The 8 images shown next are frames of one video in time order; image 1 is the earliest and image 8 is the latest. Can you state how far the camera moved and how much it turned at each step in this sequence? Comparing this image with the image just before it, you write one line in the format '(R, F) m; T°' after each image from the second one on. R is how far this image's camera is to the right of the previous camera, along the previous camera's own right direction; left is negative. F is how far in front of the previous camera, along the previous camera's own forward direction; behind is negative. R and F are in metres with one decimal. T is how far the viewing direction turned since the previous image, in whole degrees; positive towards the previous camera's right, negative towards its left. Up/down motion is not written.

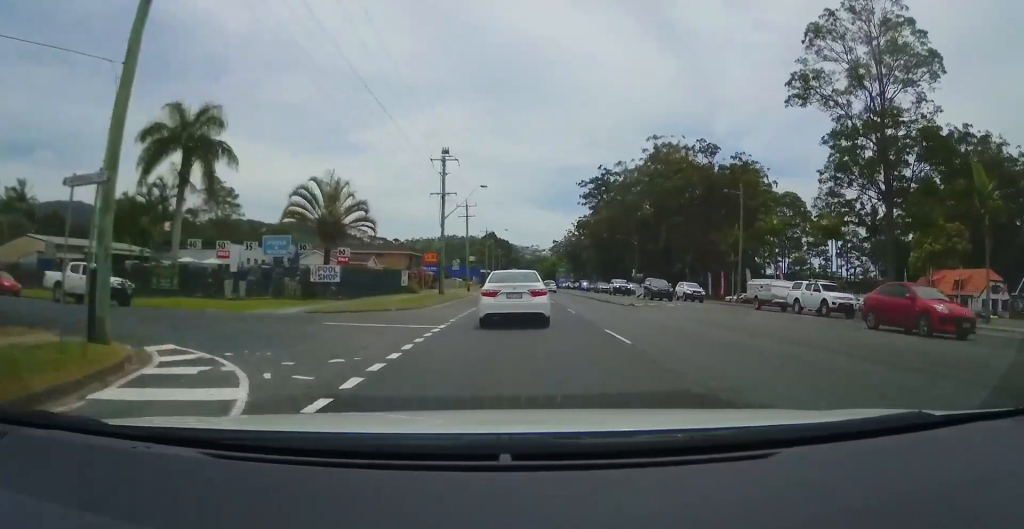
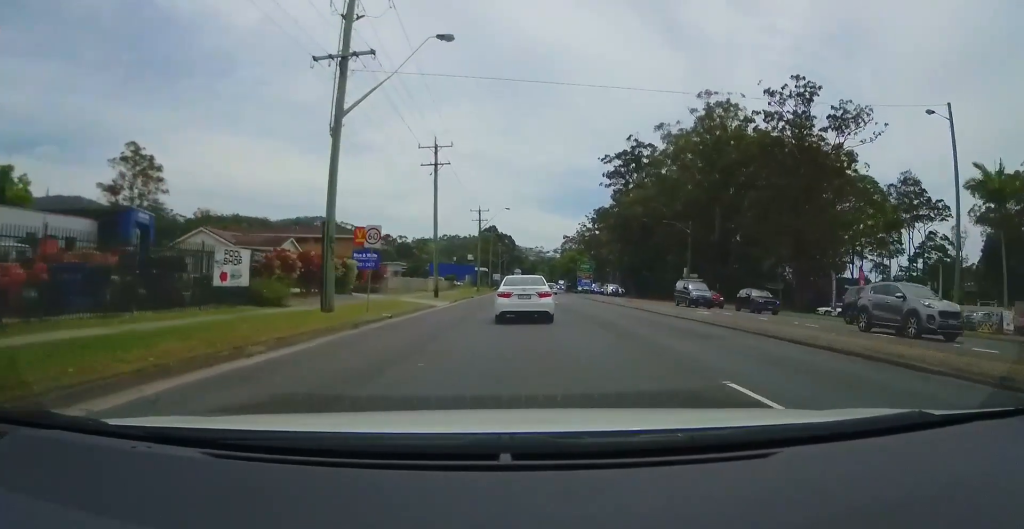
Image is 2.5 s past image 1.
(-0.5, +31.6) m; 0°
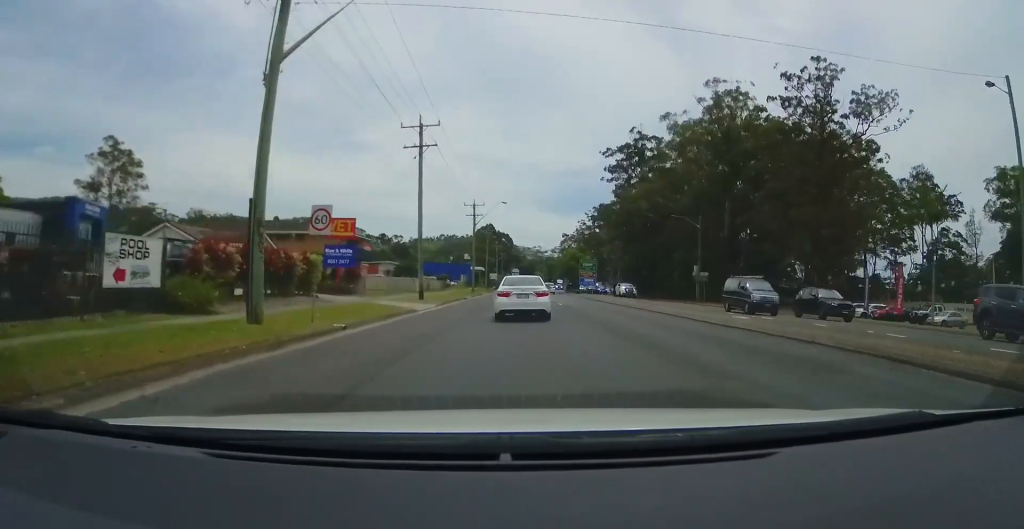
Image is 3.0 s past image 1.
(+0.2, +5.3) m; 0°
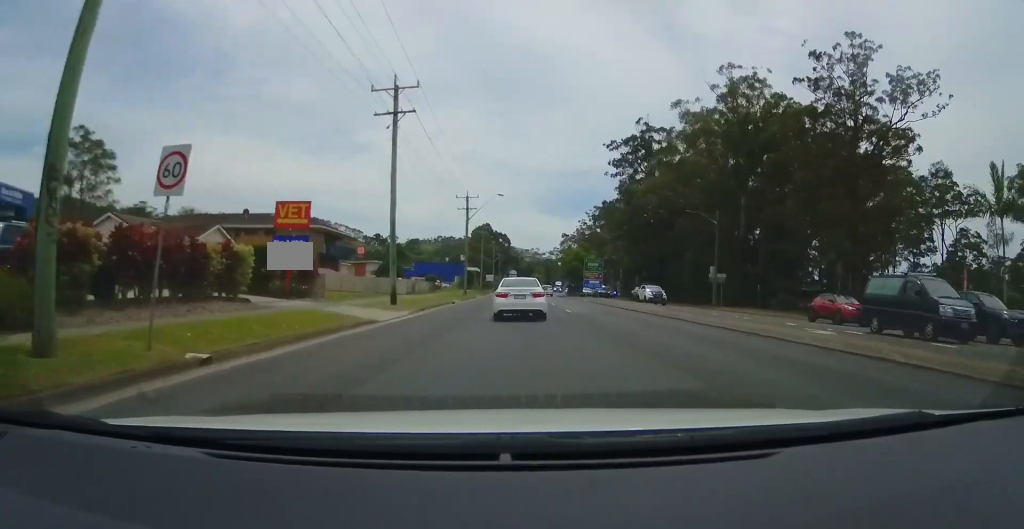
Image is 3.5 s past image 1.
(+0.1, +6.7) m; 0°
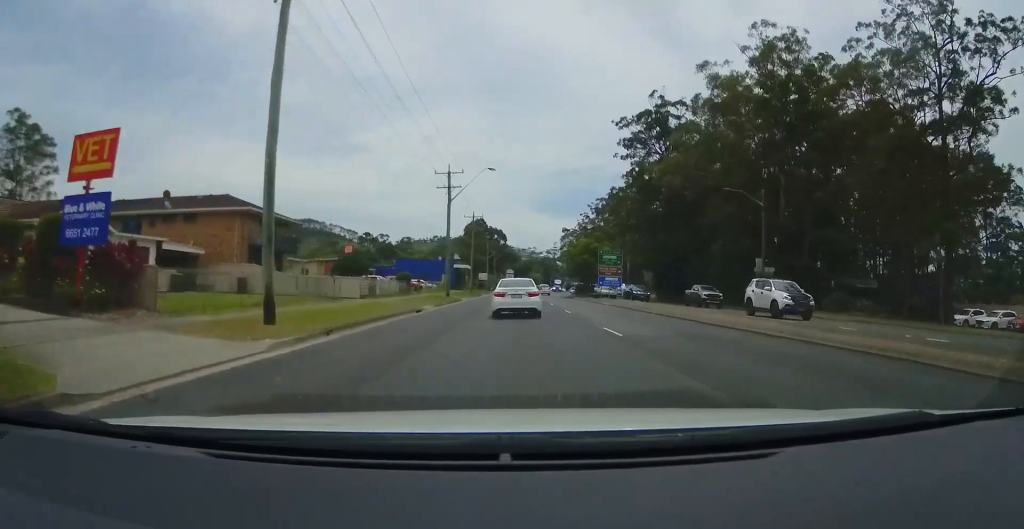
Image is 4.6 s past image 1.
(-0.3, +12.9) m; -1°
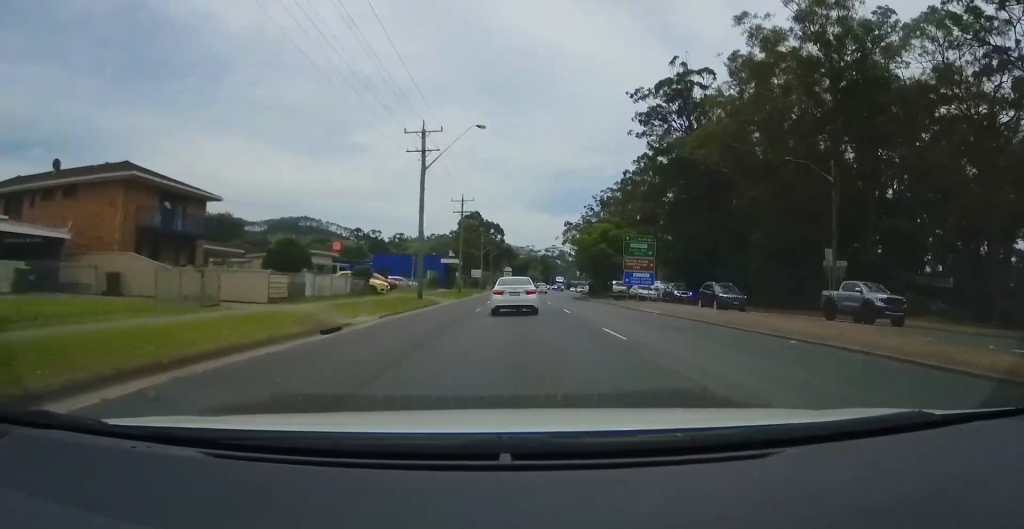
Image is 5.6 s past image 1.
(+0.1, +11.8) m; +2°
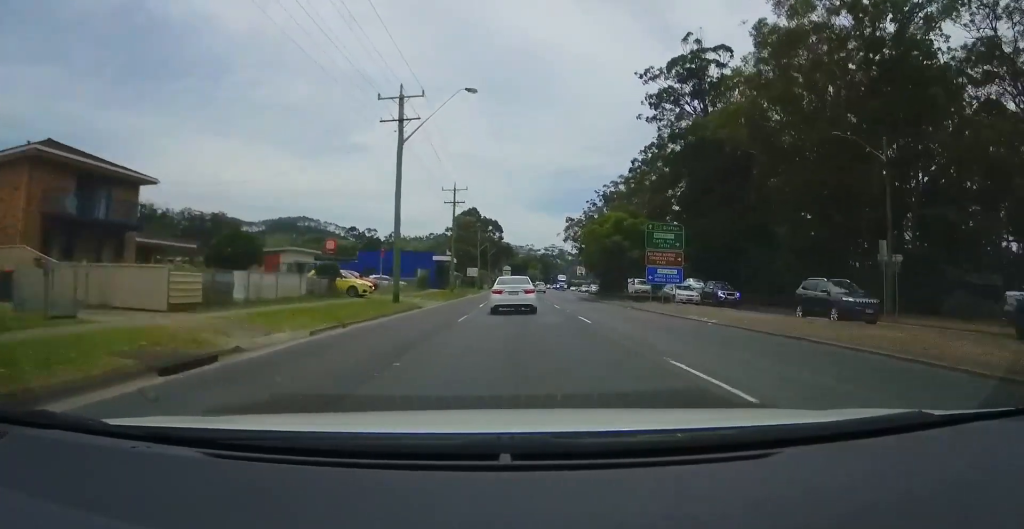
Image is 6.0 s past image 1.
(+0.1, +6.1) m; 0°
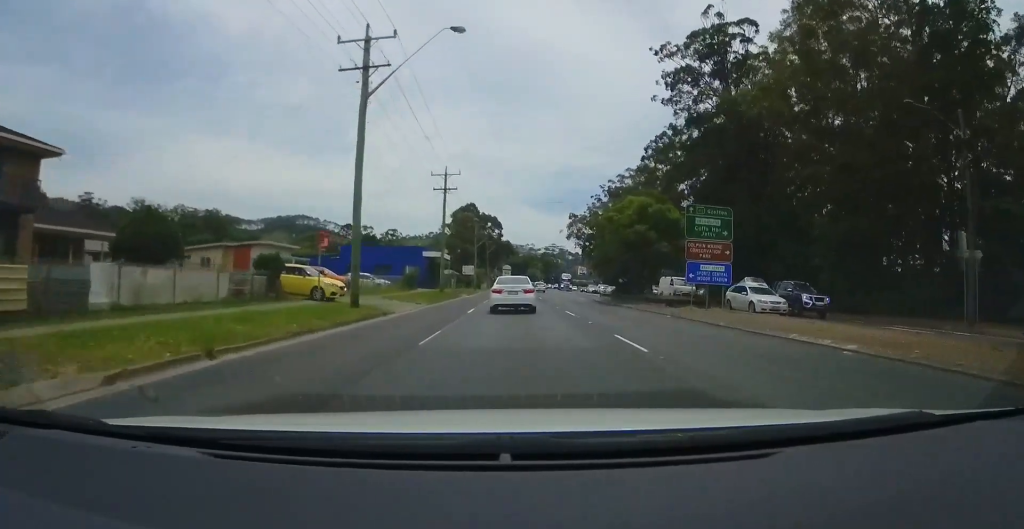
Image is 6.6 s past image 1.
(+0.1, +7.3) m; +1°
